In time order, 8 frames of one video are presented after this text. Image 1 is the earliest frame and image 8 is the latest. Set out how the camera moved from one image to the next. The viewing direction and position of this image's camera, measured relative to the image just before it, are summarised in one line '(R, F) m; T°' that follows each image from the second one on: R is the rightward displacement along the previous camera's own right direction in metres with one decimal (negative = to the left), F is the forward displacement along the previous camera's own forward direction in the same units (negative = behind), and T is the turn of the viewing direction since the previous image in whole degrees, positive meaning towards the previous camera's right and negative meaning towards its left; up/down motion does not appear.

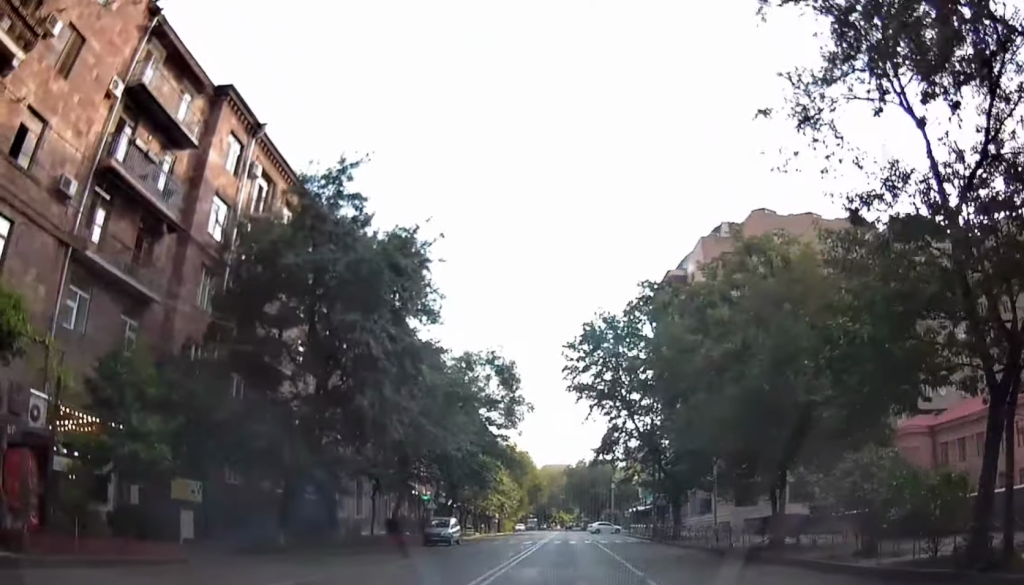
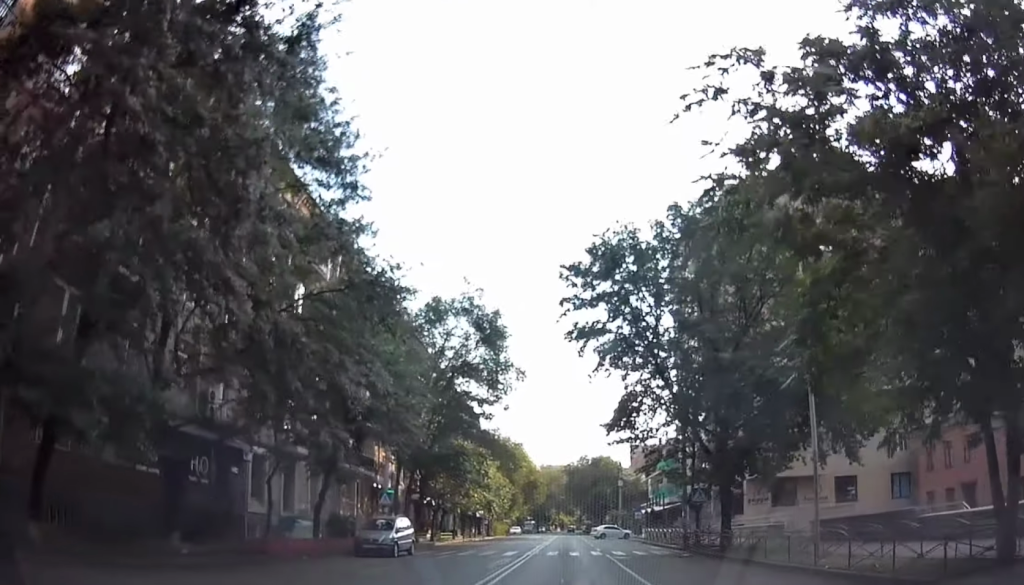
(-0.6, +12.2) m; 0°
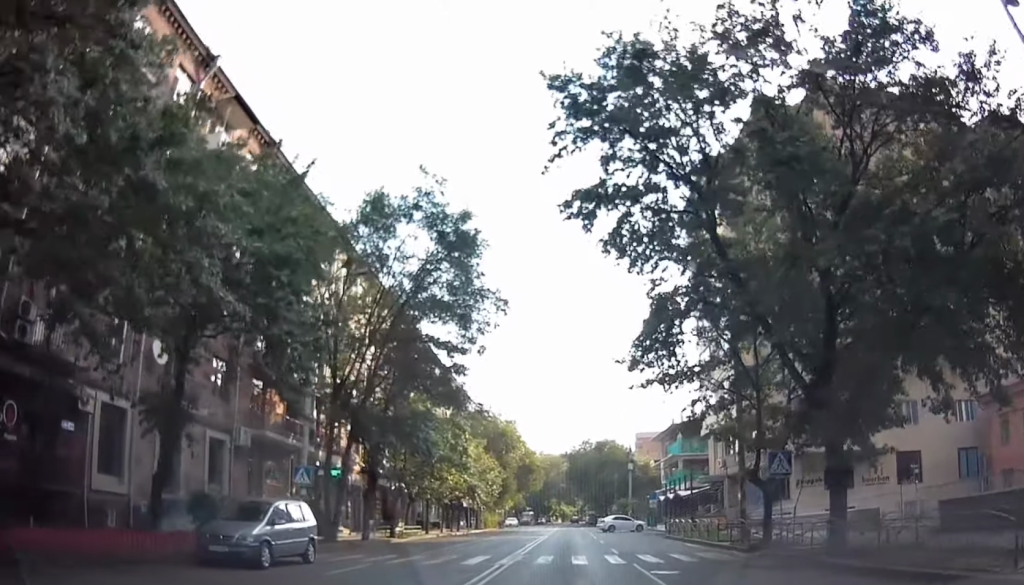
(+0.6, +11.4) m; +1°
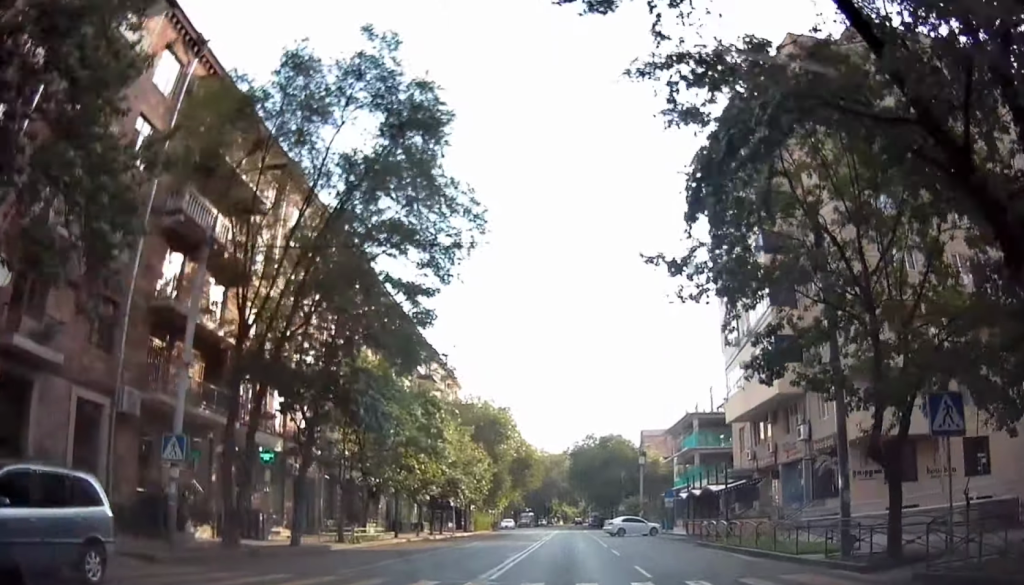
(-0.2, +8.8) m; -1°
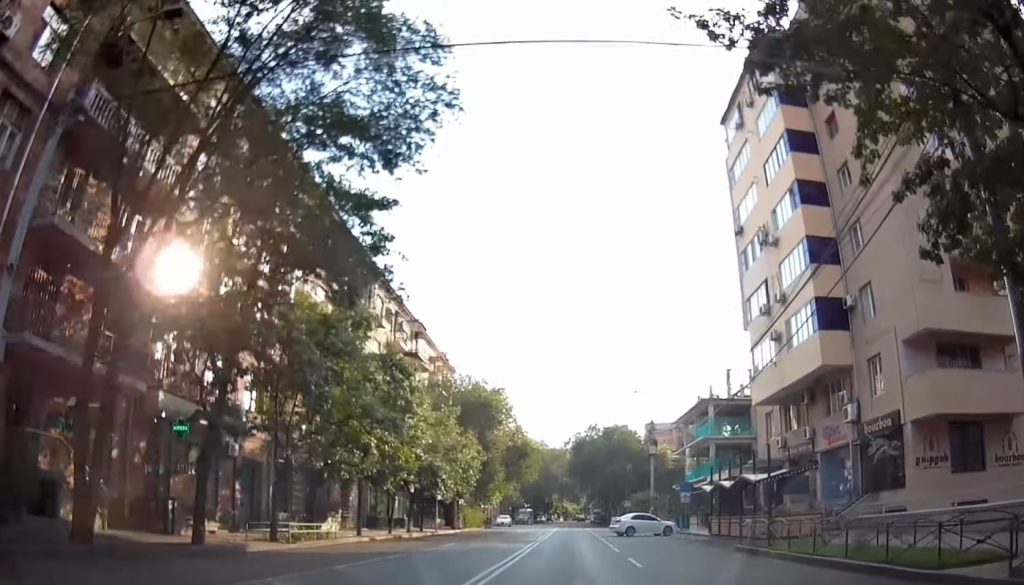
(-0.1, +7.0) m; -1°
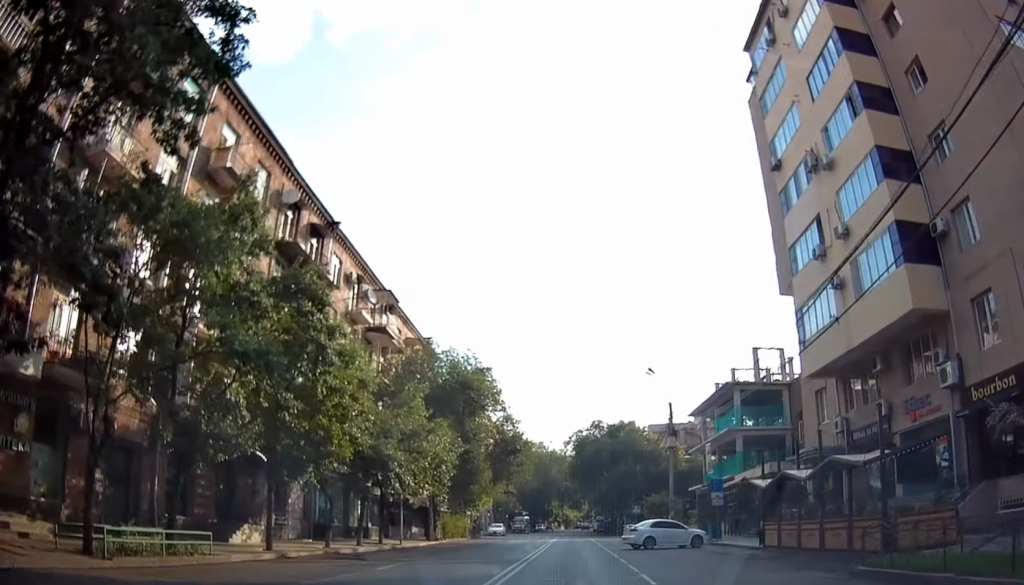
(+0.1, +10.0) m; 0°
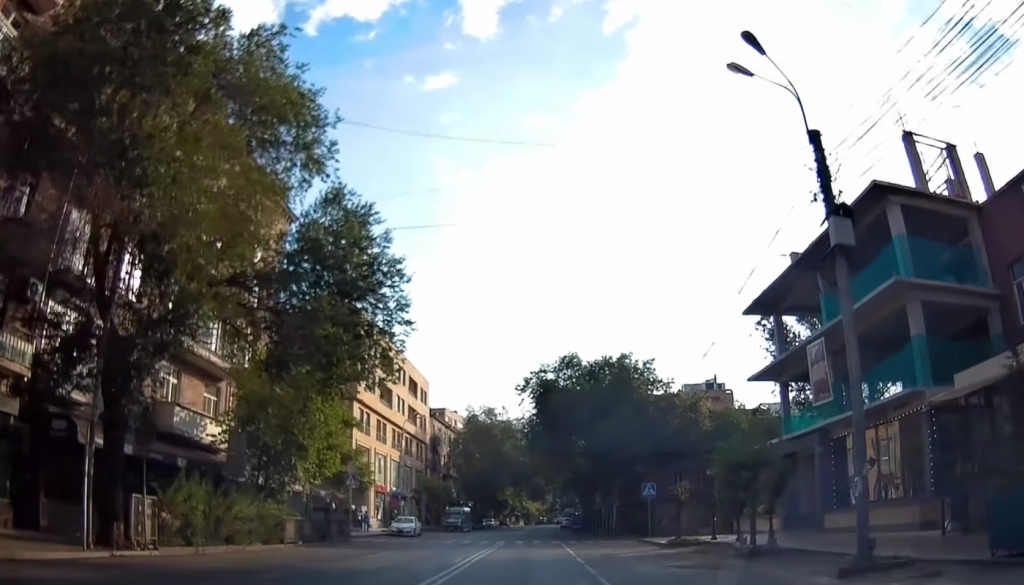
(+0.1, +32.2) m; +3°
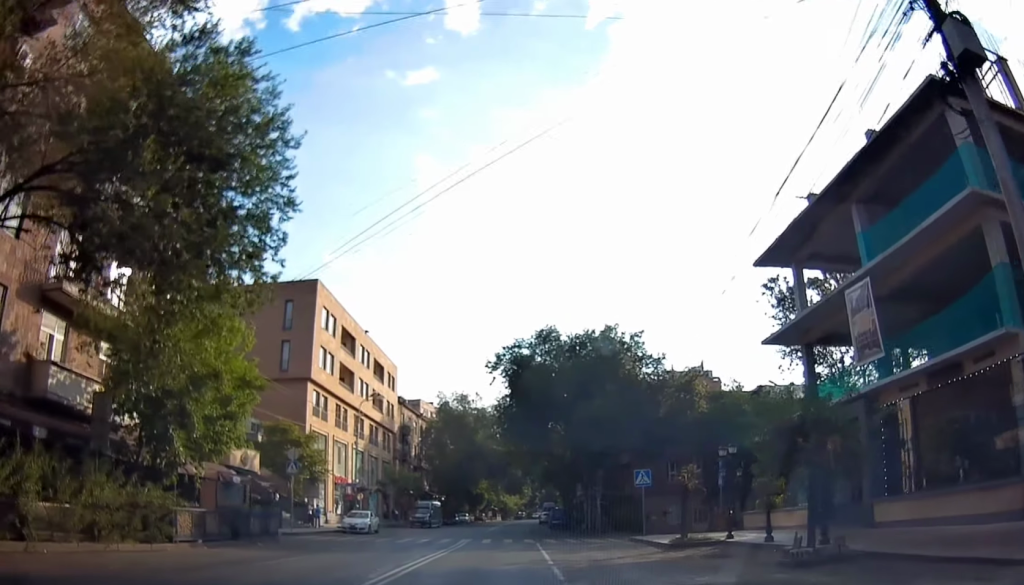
(+0.4, +6.6) m; +1°
